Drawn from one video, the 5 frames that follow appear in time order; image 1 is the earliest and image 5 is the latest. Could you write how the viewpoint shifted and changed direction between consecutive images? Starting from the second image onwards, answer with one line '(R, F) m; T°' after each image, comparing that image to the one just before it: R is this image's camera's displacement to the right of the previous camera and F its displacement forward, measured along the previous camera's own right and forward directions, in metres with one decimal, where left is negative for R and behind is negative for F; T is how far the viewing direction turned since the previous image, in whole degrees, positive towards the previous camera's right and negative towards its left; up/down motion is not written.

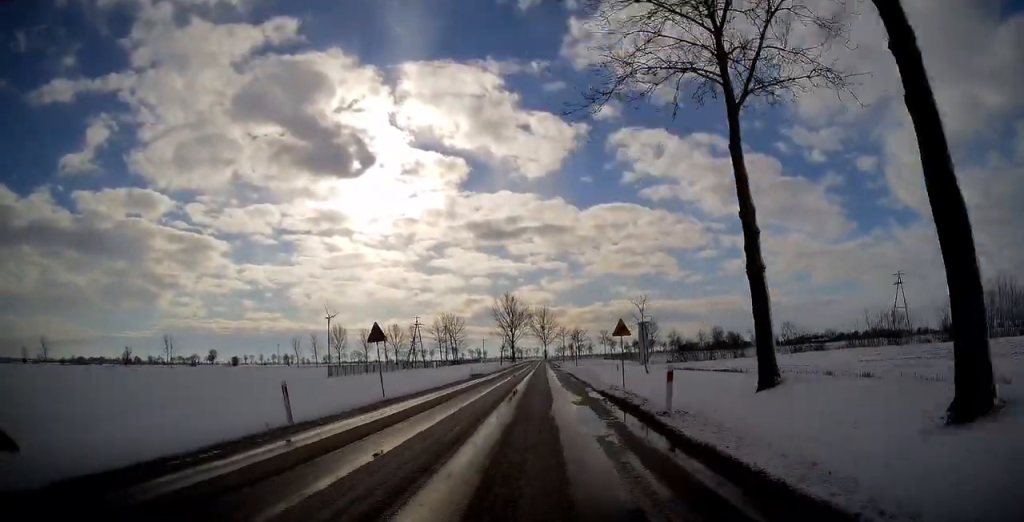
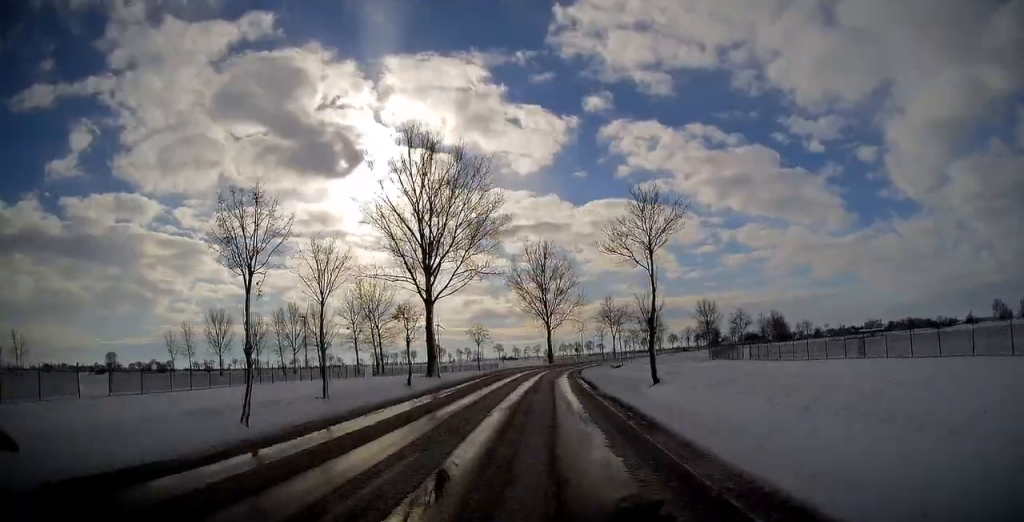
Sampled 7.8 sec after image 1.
(+0.7, +146.1) m; +1°
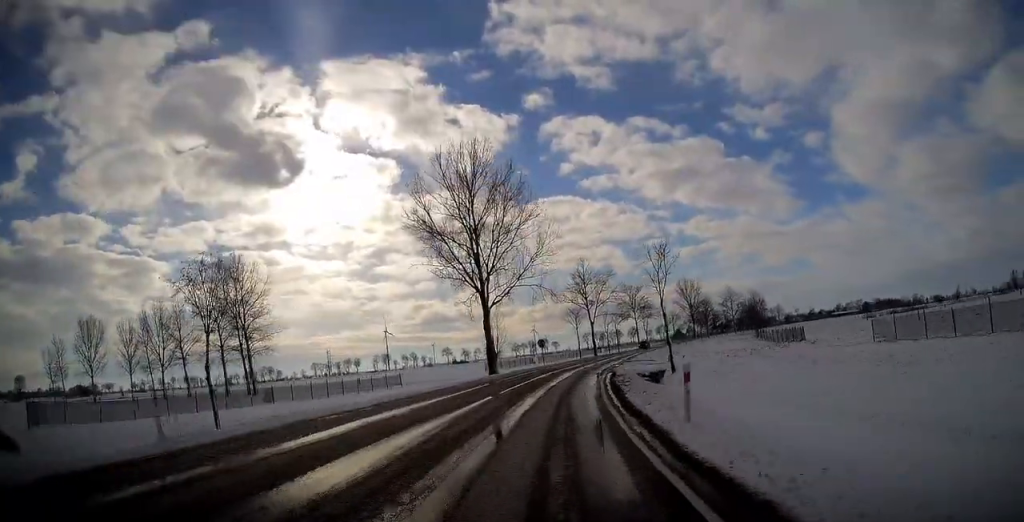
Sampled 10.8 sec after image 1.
(+1.6, +55.1) m; +5°
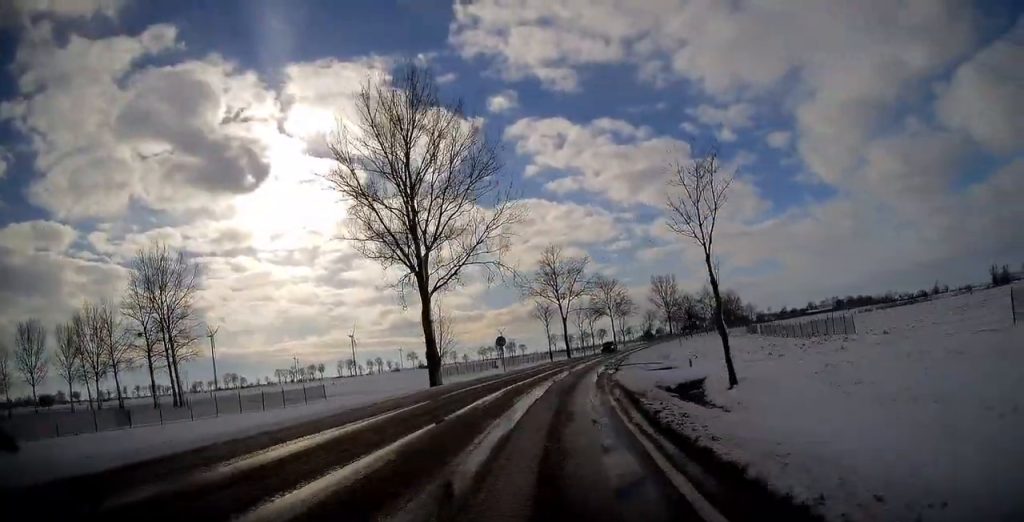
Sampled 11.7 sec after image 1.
(+0.3, +15.8) m; +3°
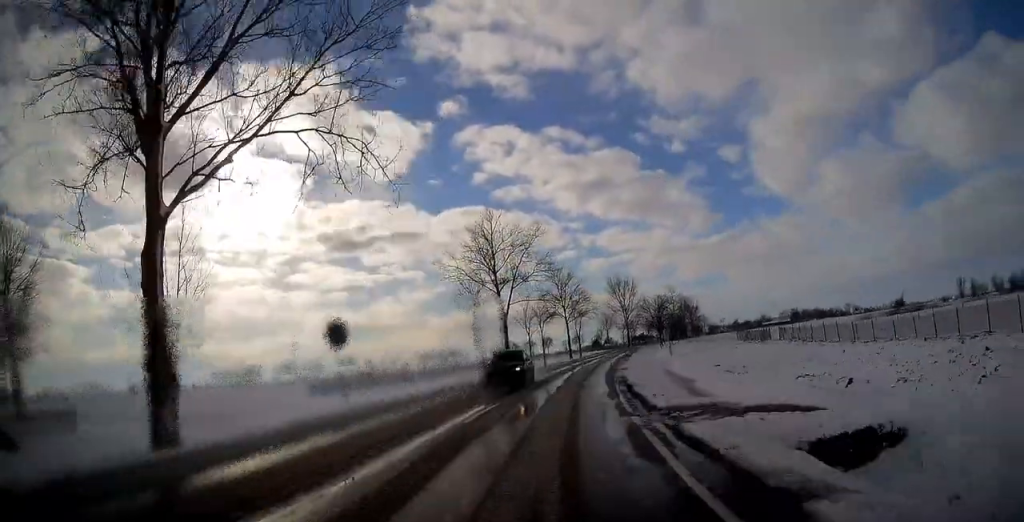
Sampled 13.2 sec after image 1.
(+1.2, +27.3) m; +5°
